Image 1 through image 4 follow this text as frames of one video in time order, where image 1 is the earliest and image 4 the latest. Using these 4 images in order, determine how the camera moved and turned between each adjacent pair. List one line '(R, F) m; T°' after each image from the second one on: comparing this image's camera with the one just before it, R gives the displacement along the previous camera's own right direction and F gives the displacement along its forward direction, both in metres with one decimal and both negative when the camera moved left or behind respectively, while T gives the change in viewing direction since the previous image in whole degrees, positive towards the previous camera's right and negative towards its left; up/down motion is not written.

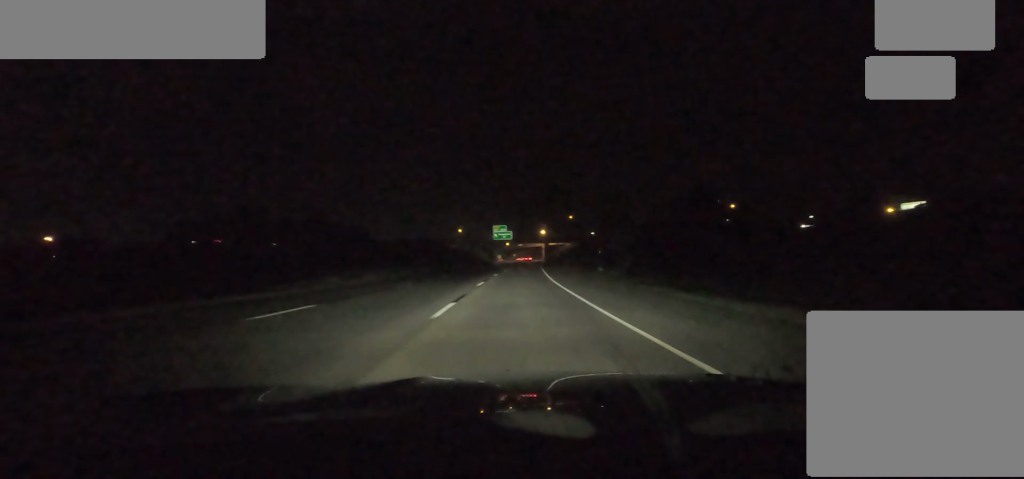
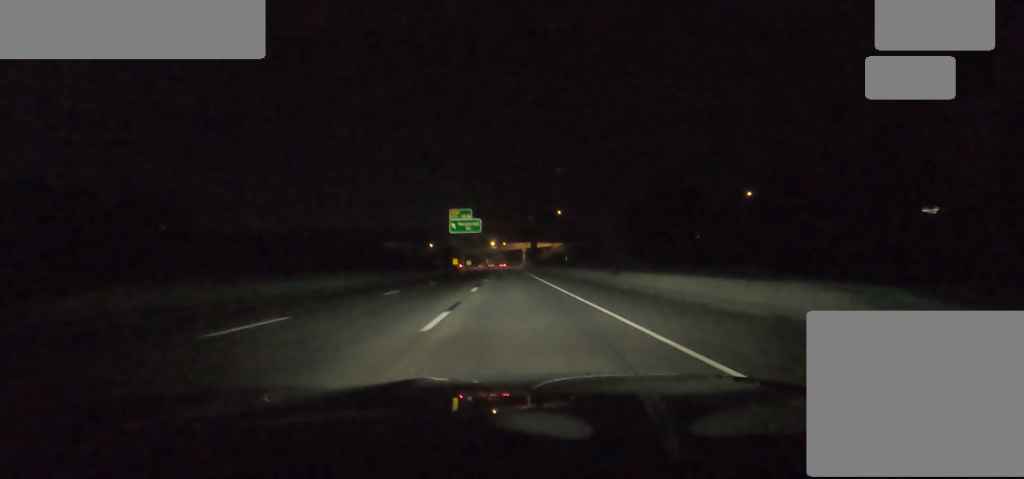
(-0.2, +56.1) m; +1°
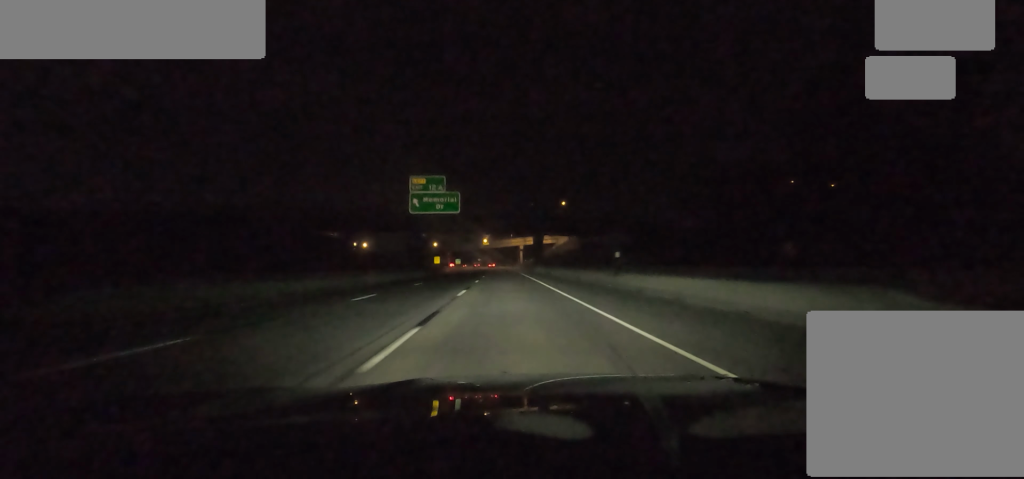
(+1.3, +30.3) m; +2°
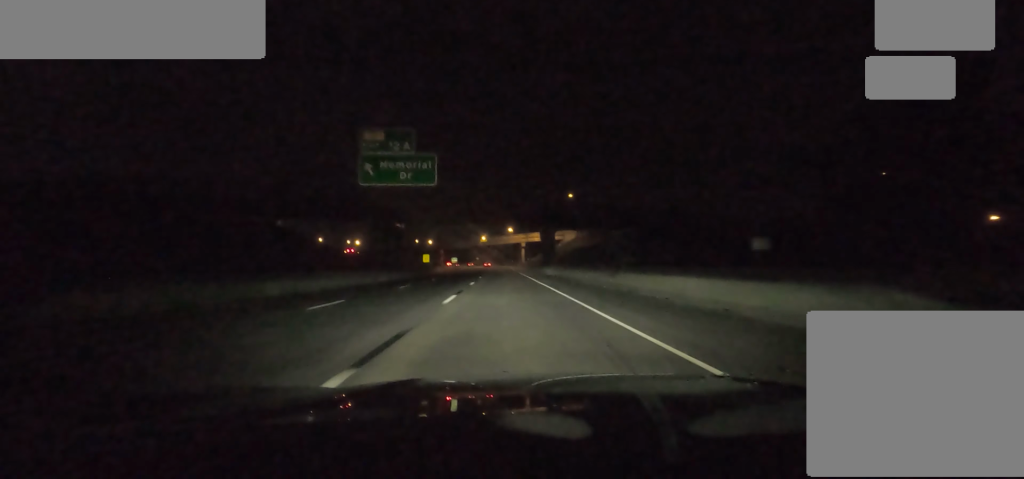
(-0.1, +17.7) m; -1°
